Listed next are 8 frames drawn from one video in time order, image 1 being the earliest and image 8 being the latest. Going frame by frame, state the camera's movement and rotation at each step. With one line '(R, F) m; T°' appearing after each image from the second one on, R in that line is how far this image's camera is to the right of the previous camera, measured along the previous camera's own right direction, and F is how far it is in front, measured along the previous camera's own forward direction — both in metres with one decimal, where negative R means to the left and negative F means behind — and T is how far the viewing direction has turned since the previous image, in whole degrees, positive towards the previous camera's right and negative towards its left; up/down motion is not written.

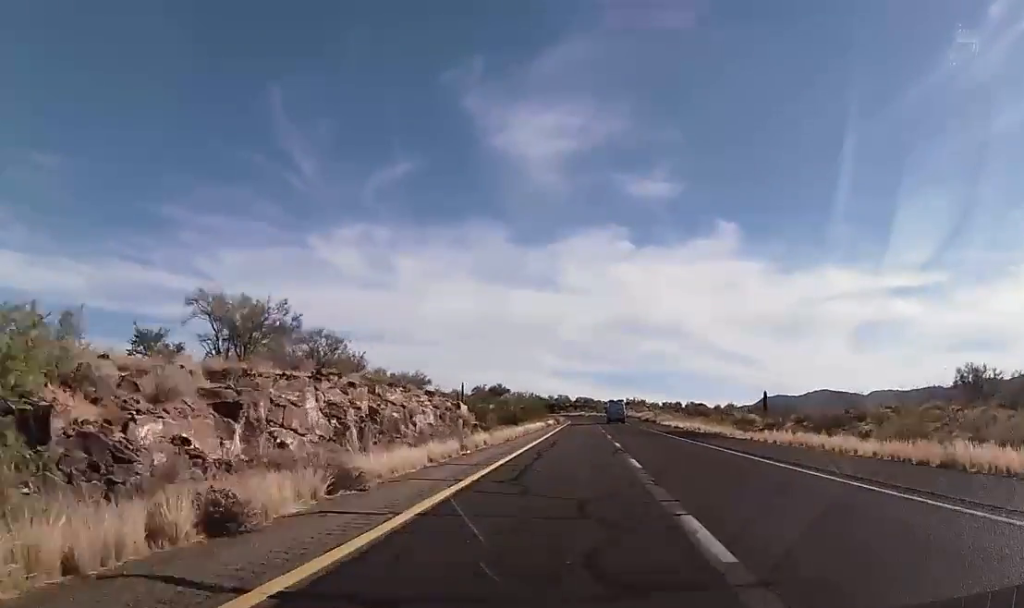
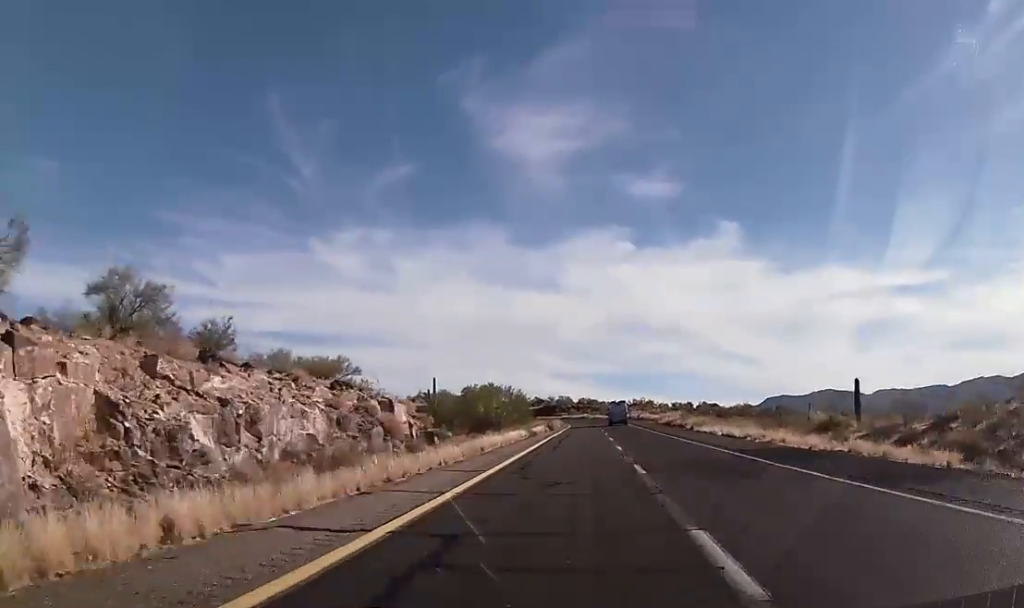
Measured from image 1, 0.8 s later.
(+0.1, +25.8) m; 0°
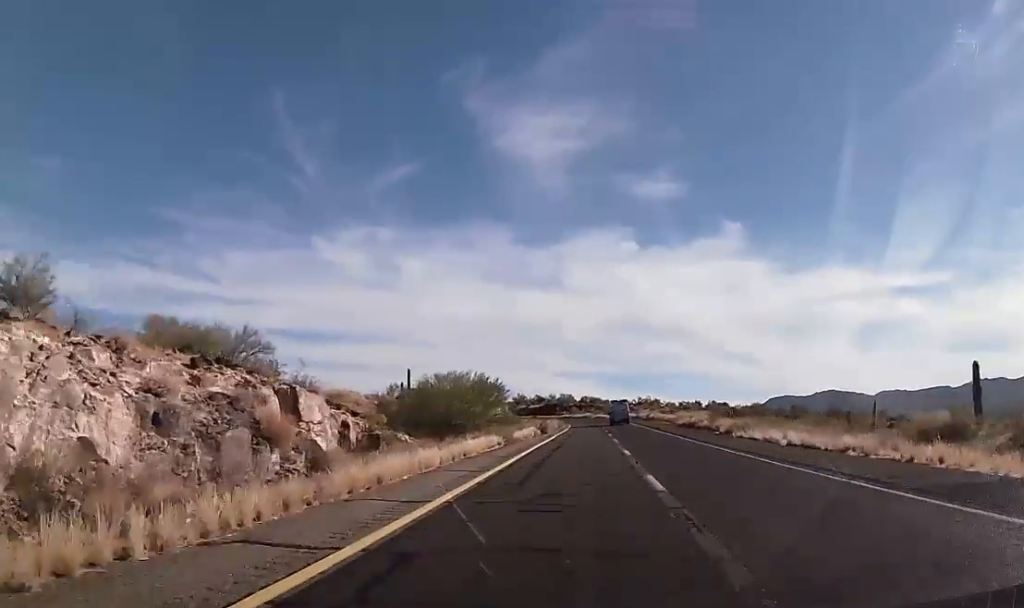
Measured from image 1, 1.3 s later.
(+0.2, +16.2) m; 0°
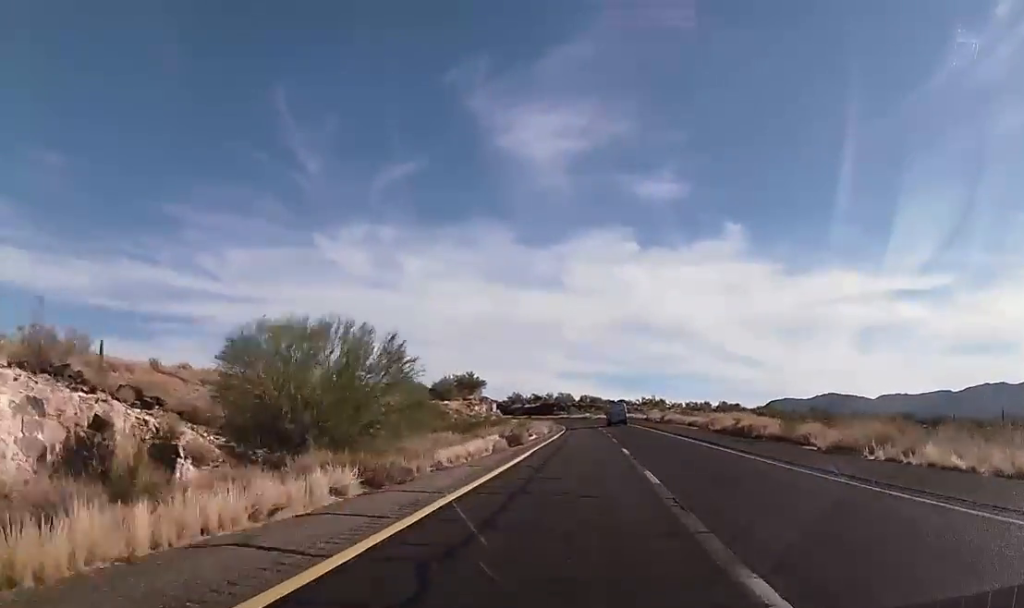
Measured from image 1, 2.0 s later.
(-0.4, +22.6) m; -1°
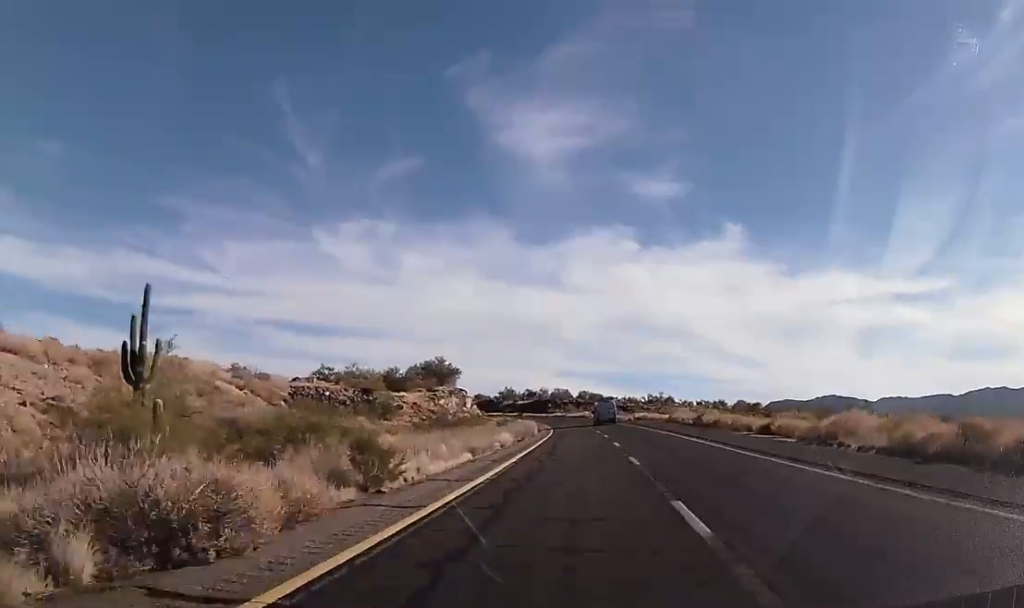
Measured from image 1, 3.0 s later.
(-0.2, +31.2) m; 0°
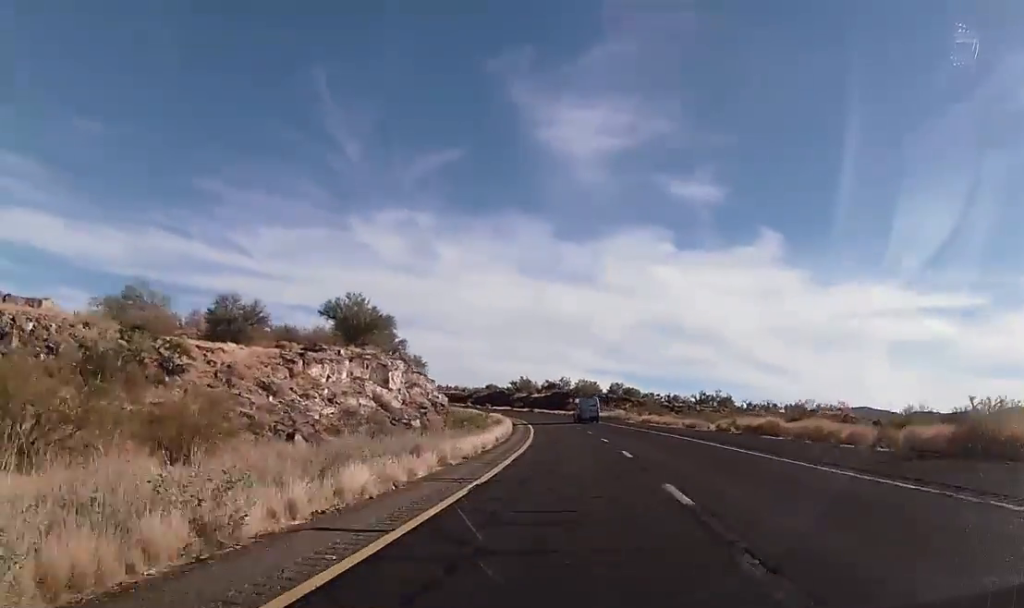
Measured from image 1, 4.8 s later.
(+0.4, +58.0) m; 0°
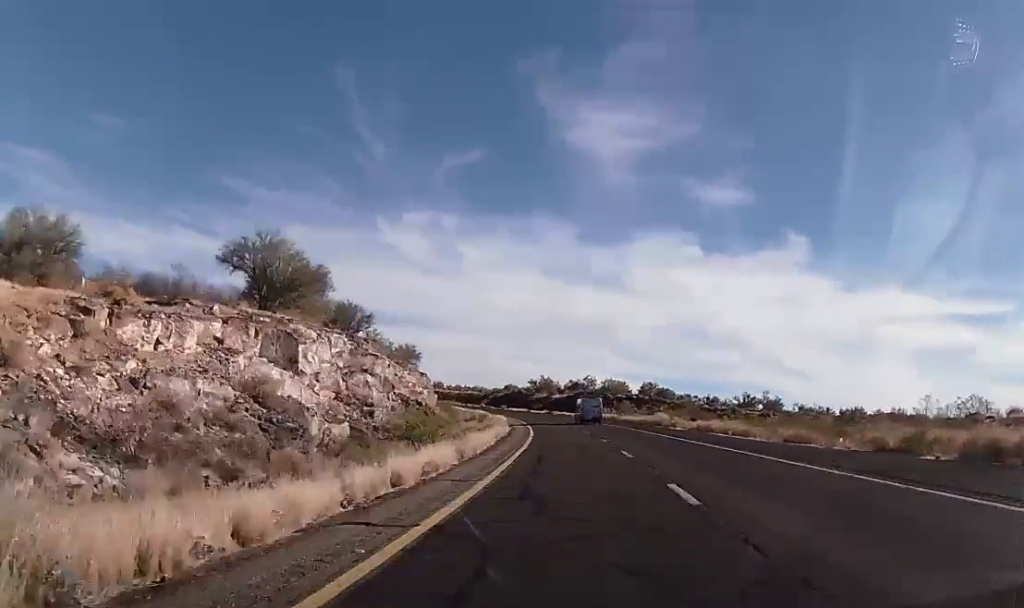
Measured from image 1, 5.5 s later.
(-0.1, +23.6) m; -1°
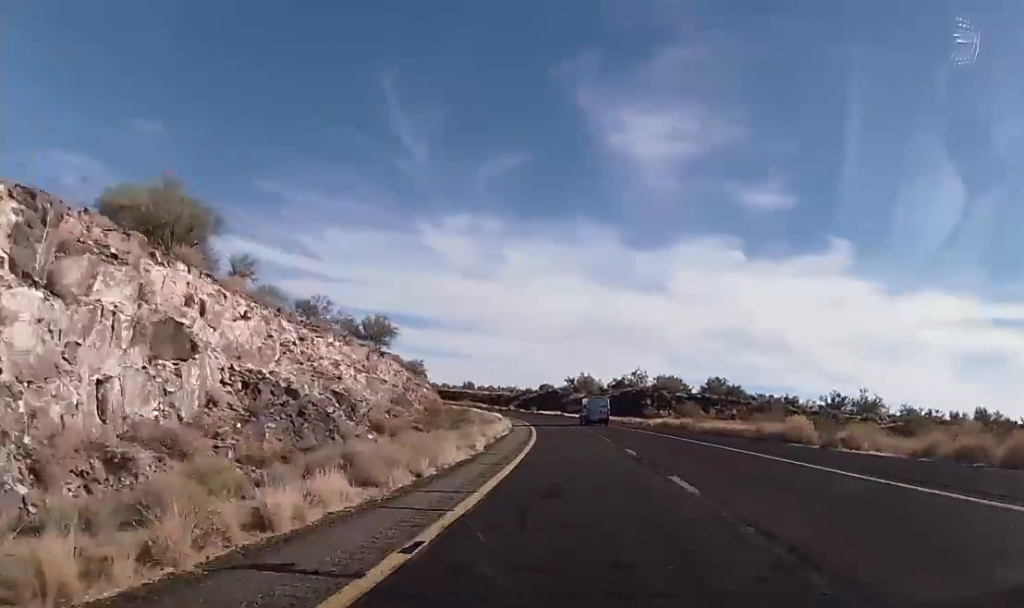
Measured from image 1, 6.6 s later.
(-0.7, +34.3) m; -2°
